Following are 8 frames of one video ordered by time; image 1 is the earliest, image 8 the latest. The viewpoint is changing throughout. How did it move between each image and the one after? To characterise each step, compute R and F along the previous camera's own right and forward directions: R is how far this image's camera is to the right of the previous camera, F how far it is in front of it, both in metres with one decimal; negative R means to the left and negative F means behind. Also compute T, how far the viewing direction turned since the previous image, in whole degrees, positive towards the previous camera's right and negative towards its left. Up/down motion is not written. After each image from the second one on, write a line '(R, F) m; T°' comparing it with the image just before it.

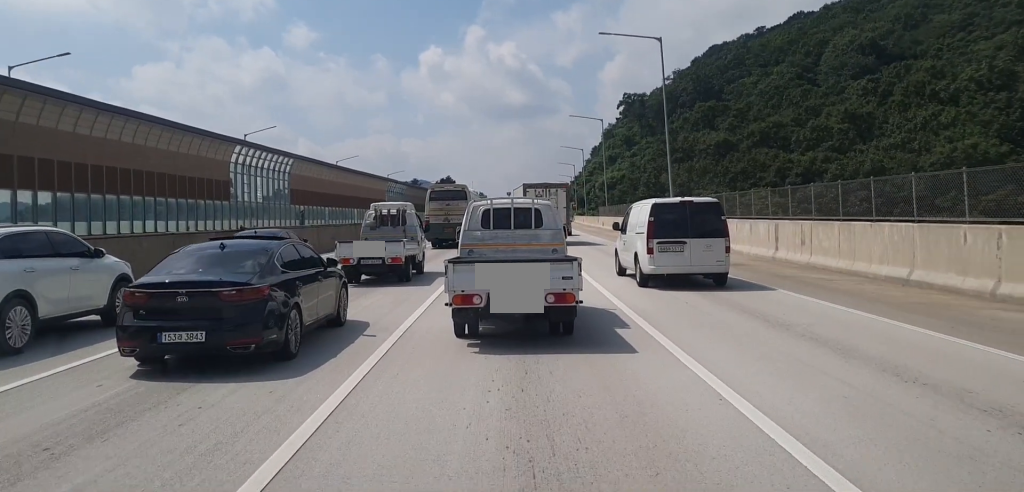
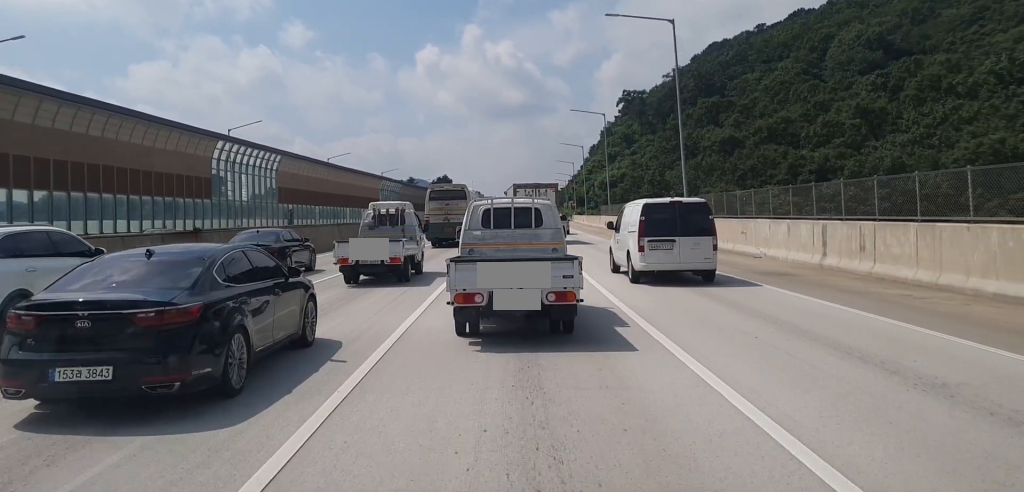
(-0.2, +4.1) m; -2°
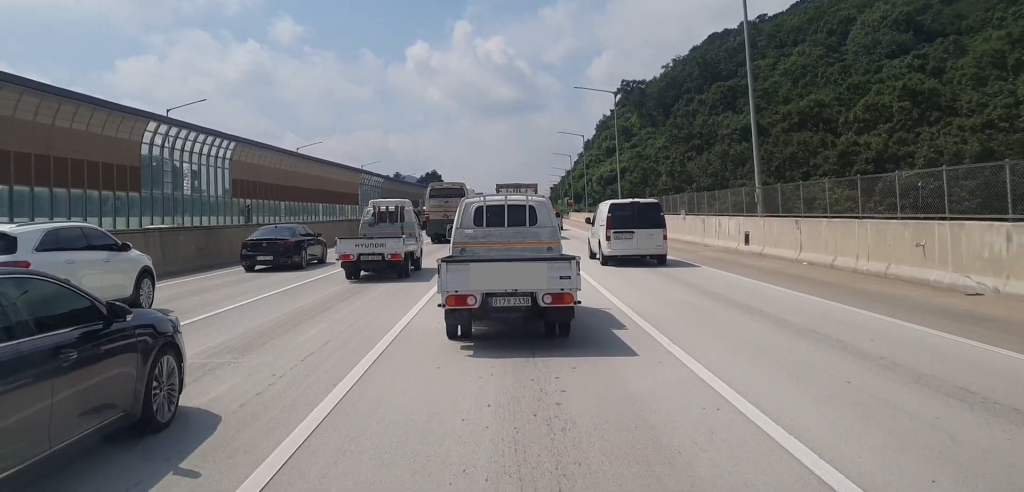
(+0.8, +13.0) m; +1°
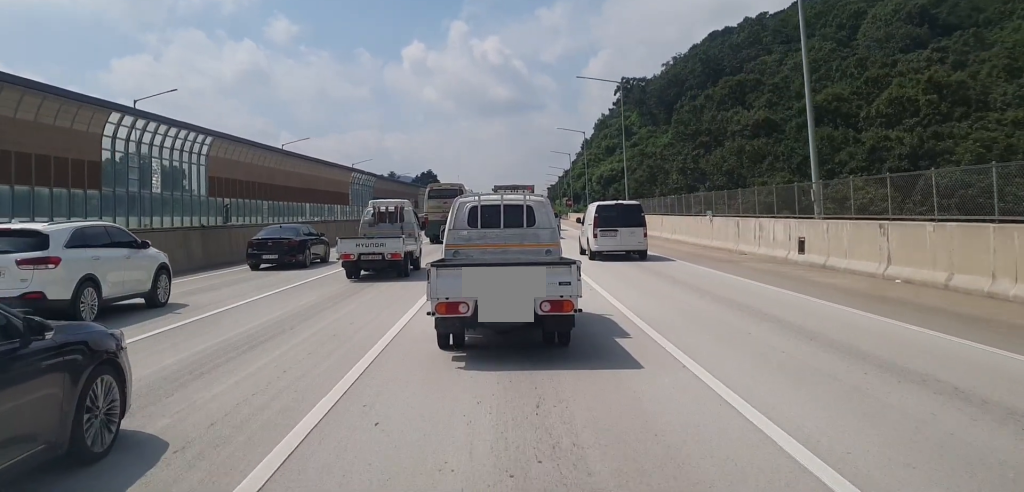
(-0.4, +5.7) m; 0°
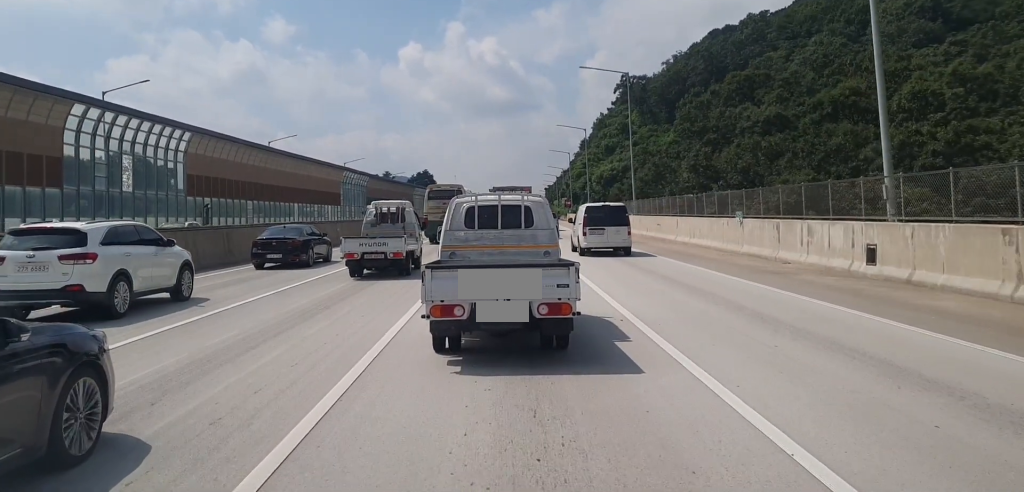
(+0.3, +4.8) m; 0°
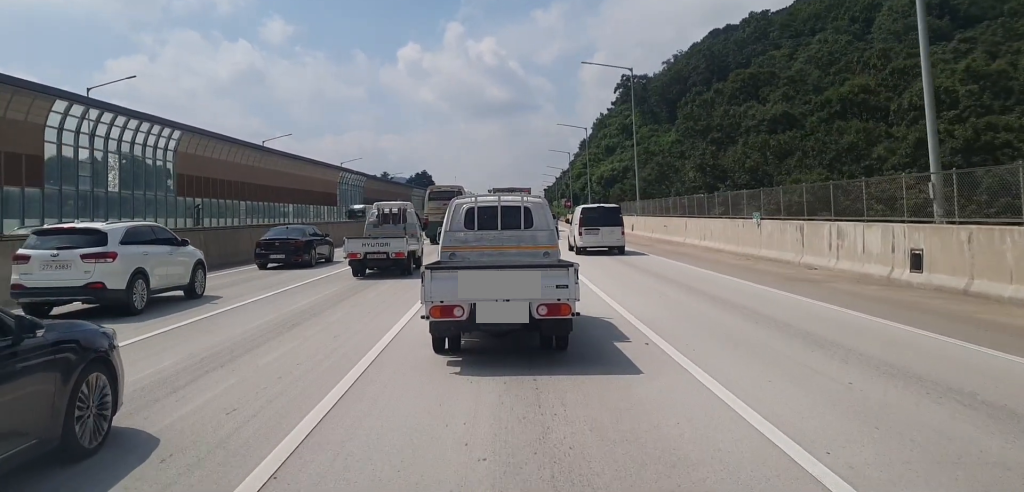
(+0.1, +2.3) m; 0°
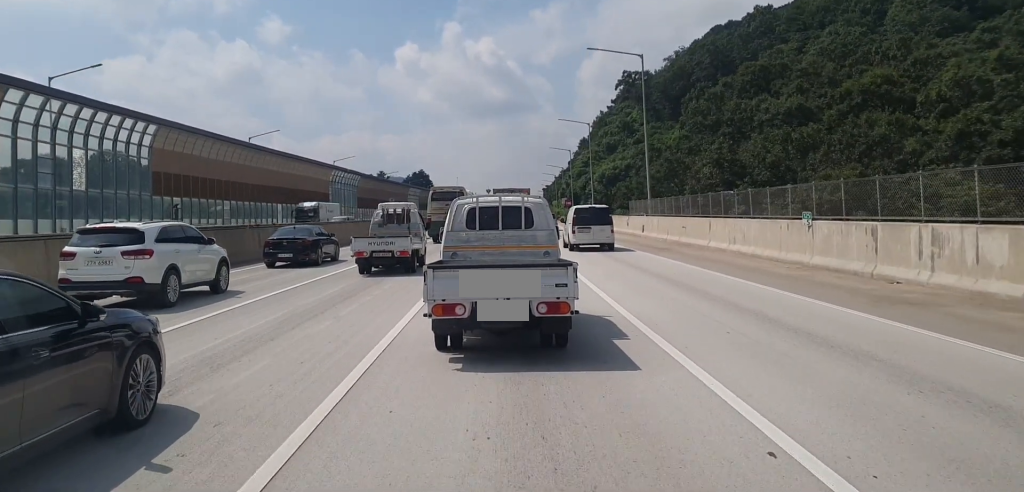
(-0.5, +4.8) m; 0°
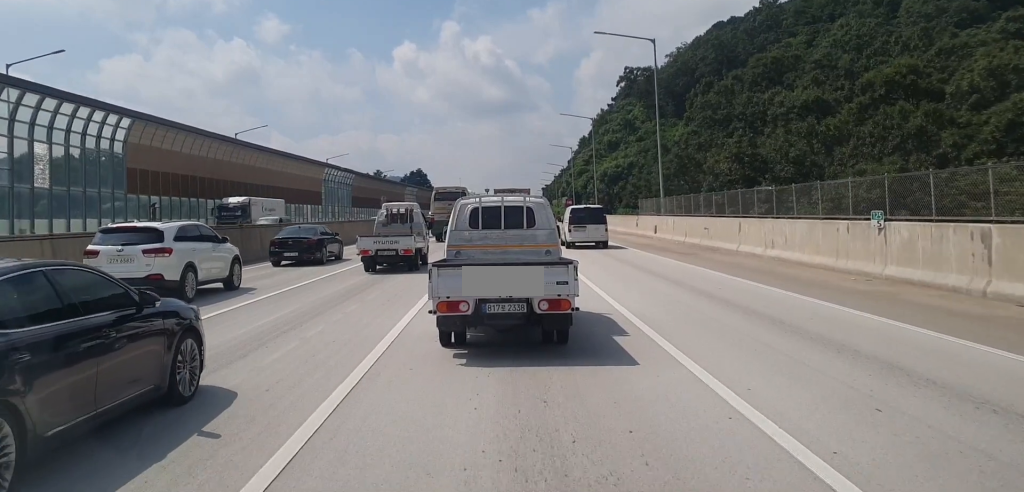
(+0.4, +4.4) m; +4°
